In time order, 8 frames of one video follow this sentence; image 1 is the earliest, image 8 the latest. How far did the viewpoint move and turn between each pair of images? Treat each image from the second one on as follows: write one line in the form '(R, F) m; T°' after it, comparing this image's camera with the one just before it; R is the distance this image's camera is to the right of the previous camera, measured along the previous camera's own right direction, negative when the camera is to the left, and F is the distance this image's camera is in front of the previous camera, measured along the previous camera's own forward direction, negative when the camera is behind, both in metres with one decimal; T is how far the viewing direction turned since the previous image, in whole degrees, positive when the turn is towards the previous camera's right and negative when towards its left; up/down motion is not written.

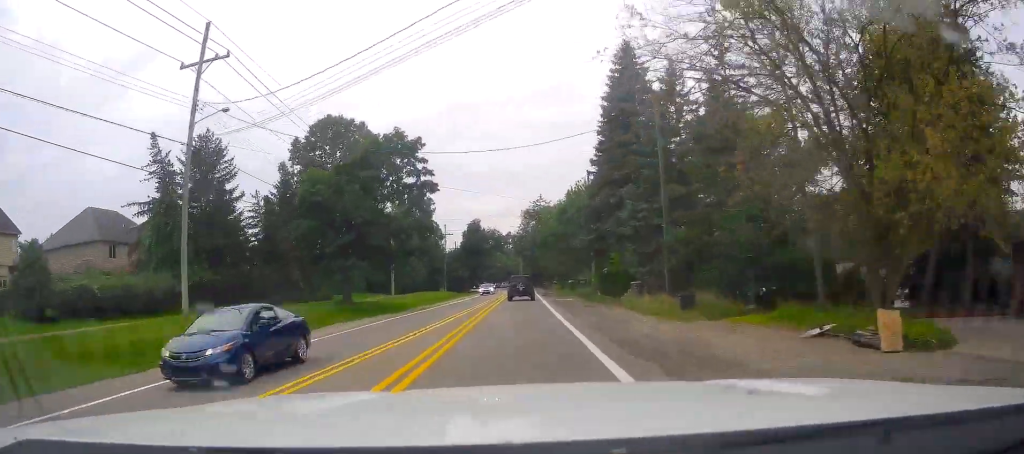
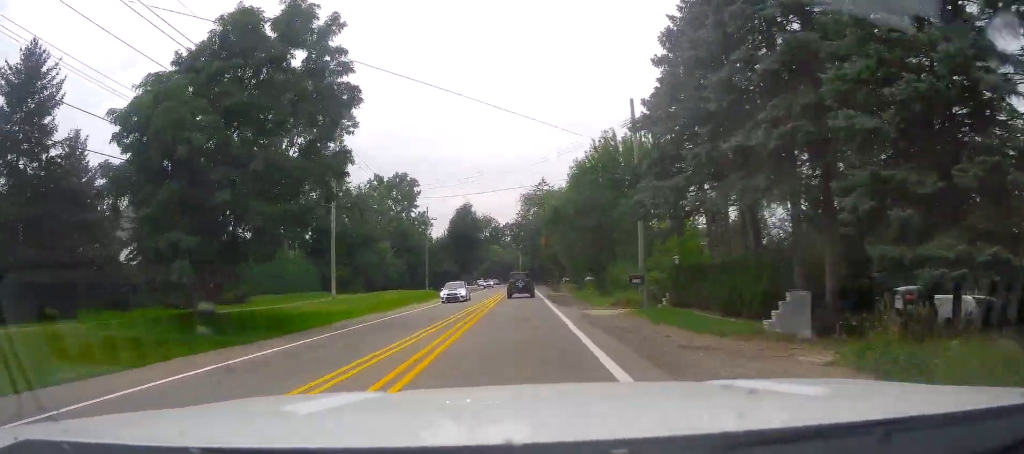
(+0.1, +20.7) m; 0°
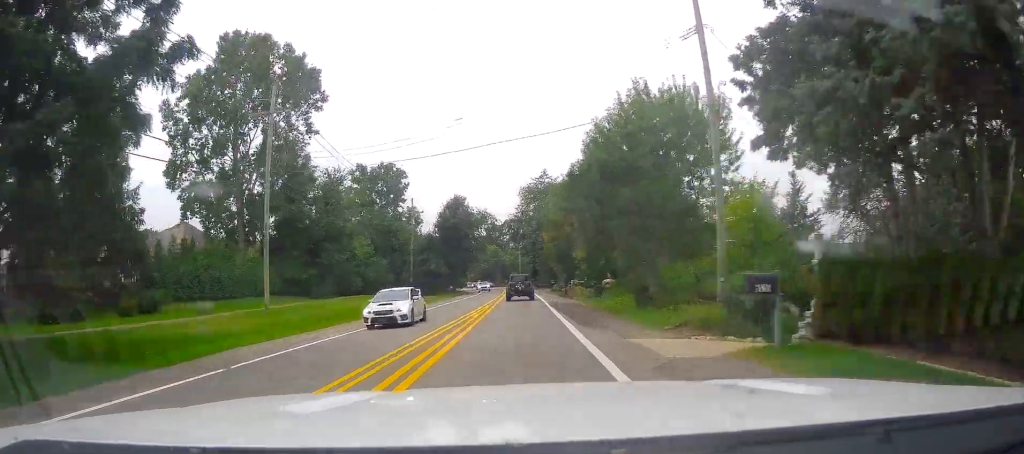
(-0.1, +12.2) m; 0°
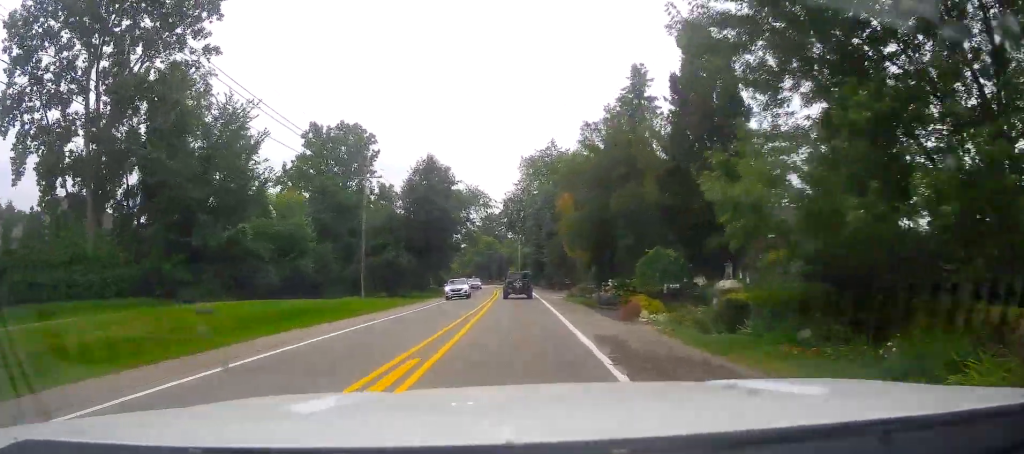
(+0.4, +24.4) m; +1°
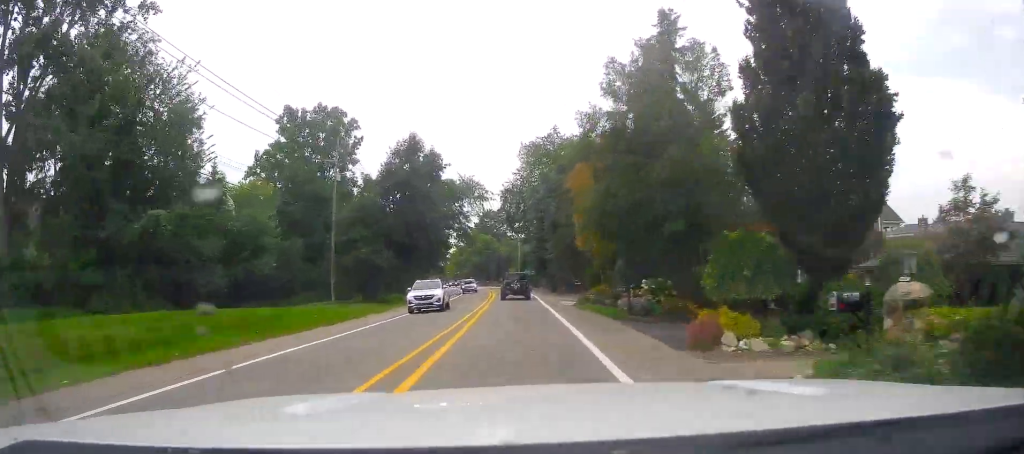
(+0.2, +9.0) m; 0°
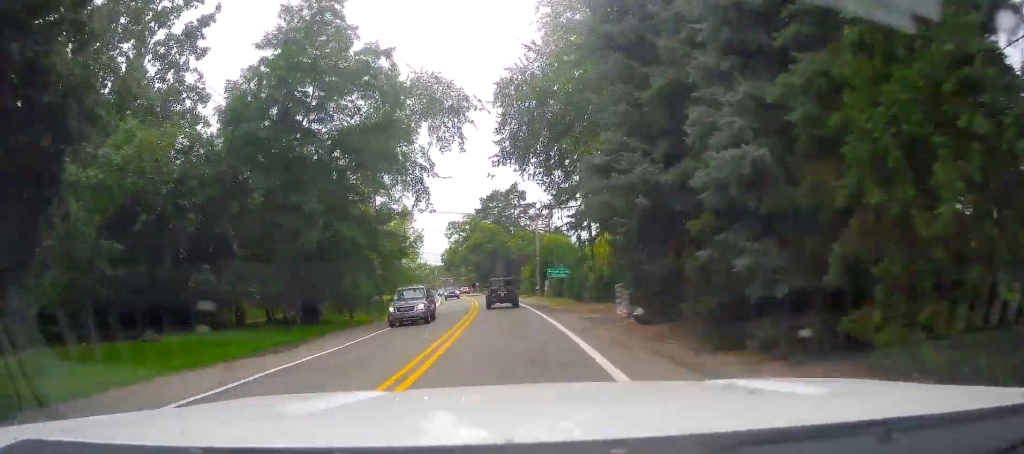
(-1.2, +42.0) m; -2°
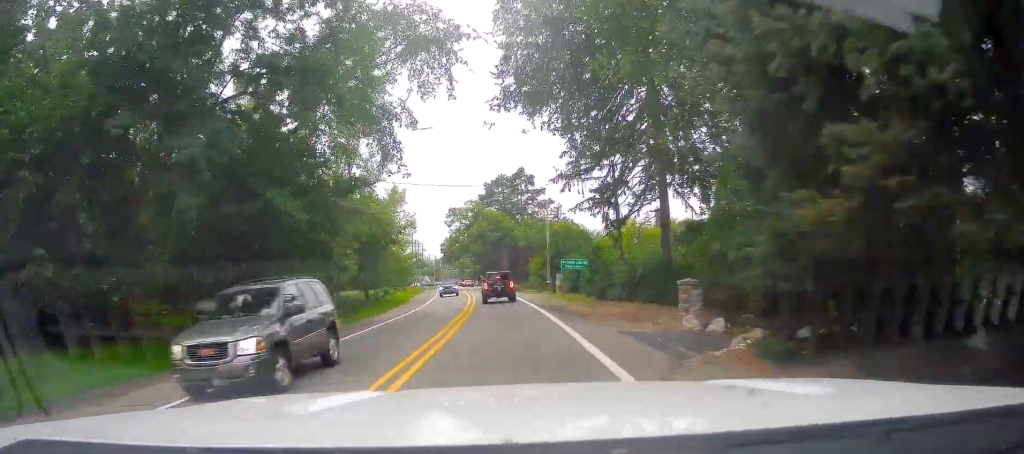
(0.0, +9.5) m; 0°
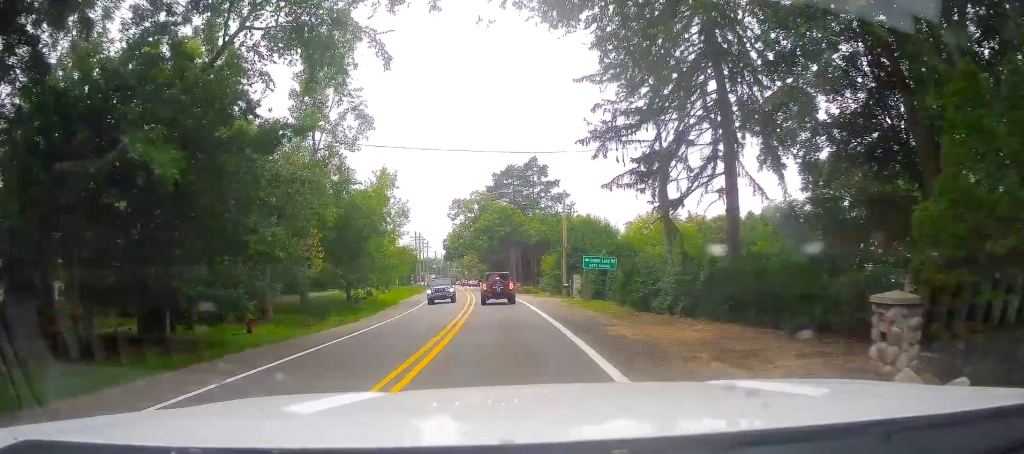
(0.0, +9.5) m; 0°
